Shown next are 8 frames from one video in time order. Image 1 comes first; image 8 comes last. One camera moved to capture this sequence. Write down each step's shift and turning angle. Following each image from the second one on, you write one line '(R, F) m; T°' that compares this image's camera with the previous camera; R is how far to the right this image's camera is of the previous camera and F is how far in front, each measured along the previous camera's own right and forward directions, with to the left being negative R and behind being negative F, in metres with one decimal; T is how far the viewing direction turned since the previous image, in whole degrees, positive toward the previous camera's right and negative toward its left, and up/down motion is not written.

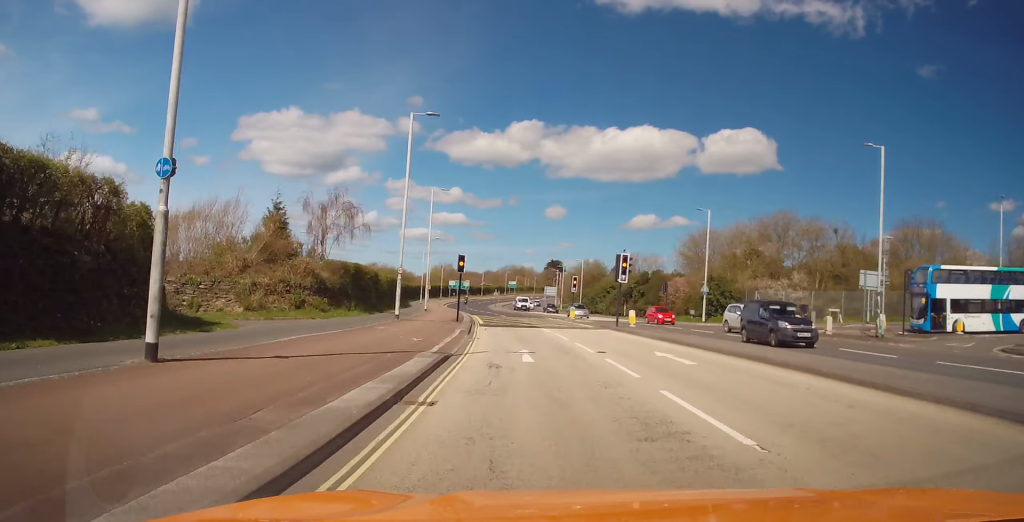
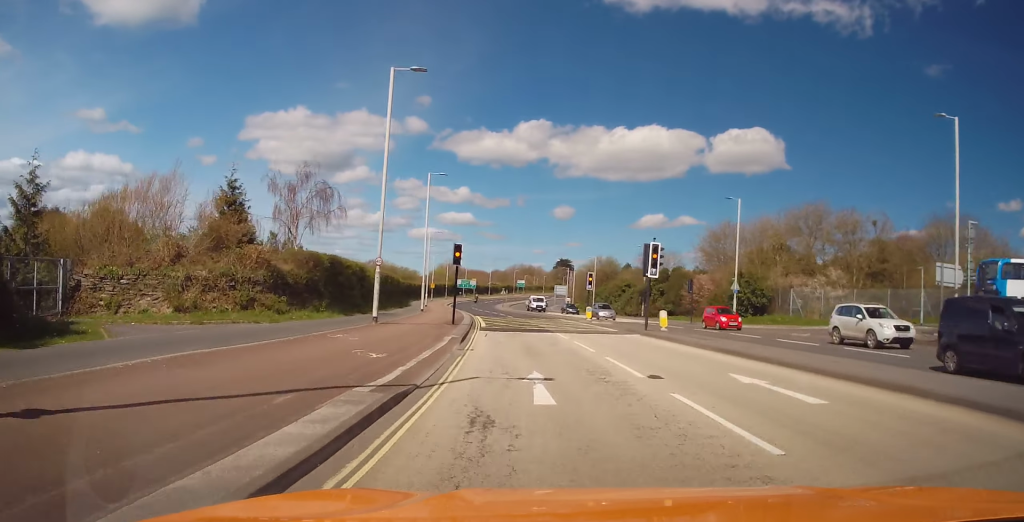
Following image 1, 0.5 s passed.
(0.0, +6.4) m; -1°
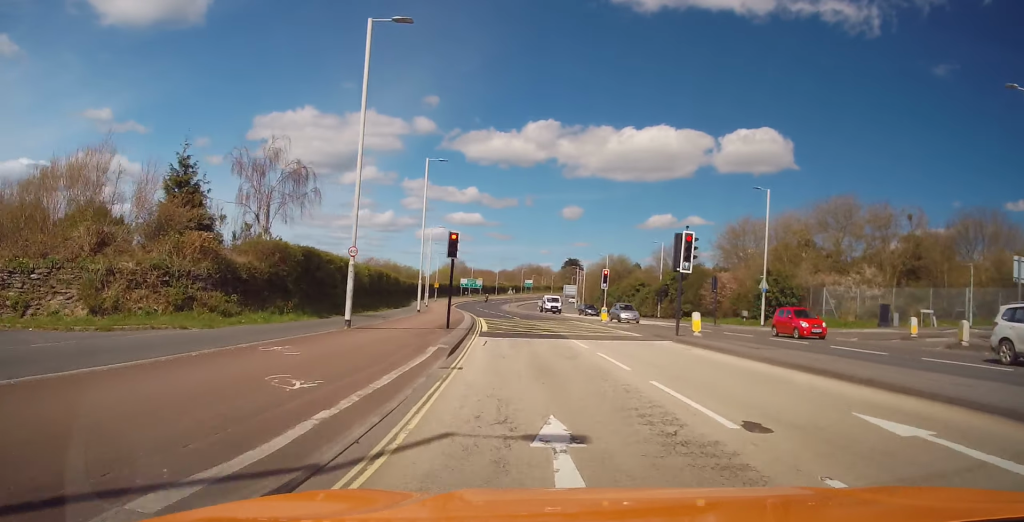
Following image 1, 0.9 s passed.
(-0.1, +4.5) m; 0°
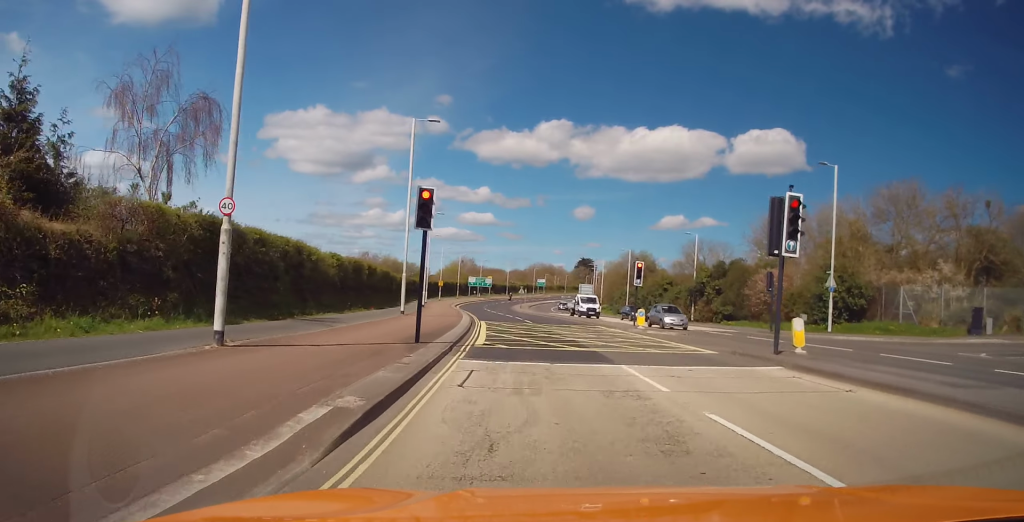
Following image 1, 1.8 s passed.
(-0.1, +9.8) m; -2°
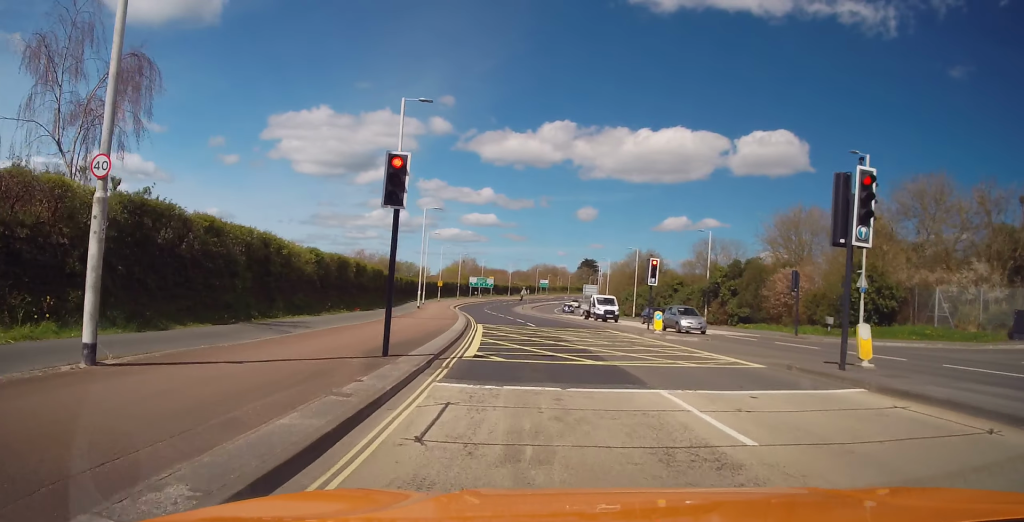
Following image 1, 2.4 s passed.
(+0.2, +4.6) m; -2°
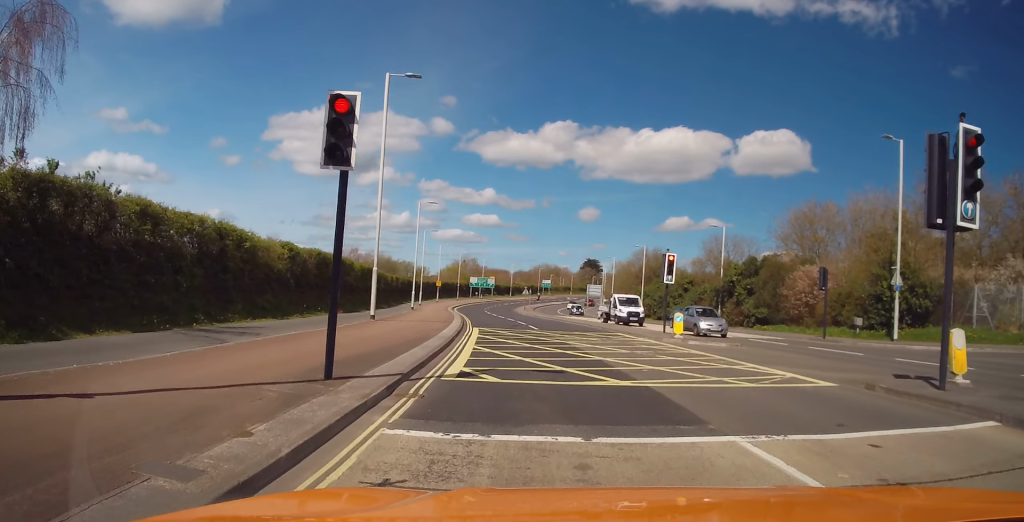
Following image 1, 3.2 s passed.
(-0.5, +4.8) m; -4°
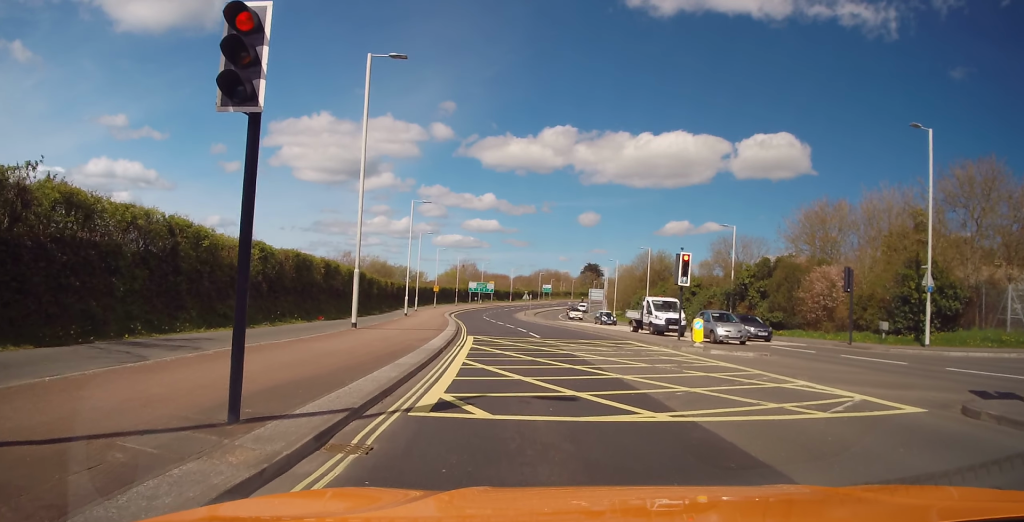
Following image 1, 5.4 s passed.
(+0.4, +5.4) m; +7°
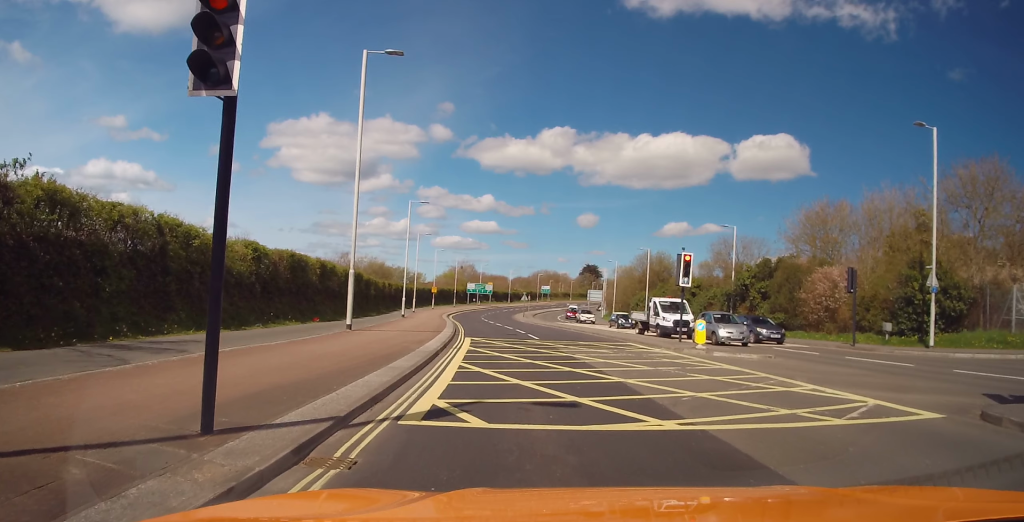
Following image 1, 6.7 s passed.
(+0.3, +0.6) m; 0°
